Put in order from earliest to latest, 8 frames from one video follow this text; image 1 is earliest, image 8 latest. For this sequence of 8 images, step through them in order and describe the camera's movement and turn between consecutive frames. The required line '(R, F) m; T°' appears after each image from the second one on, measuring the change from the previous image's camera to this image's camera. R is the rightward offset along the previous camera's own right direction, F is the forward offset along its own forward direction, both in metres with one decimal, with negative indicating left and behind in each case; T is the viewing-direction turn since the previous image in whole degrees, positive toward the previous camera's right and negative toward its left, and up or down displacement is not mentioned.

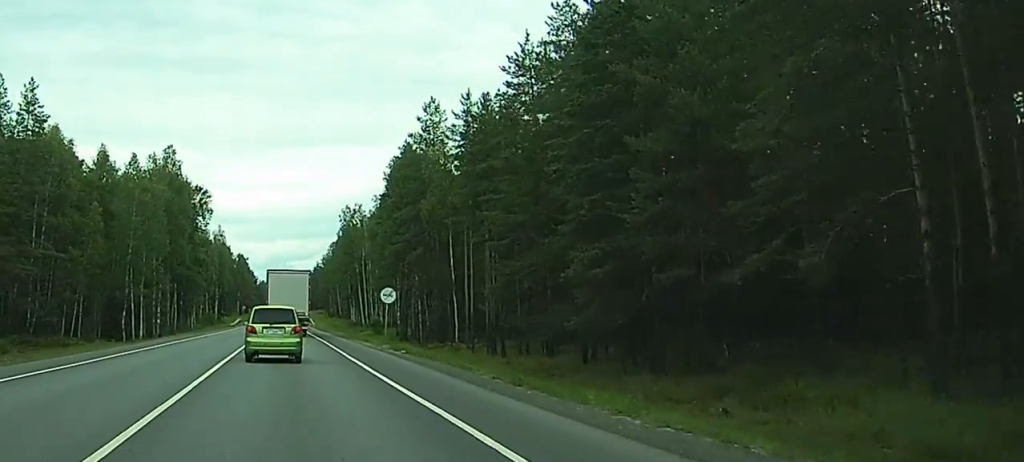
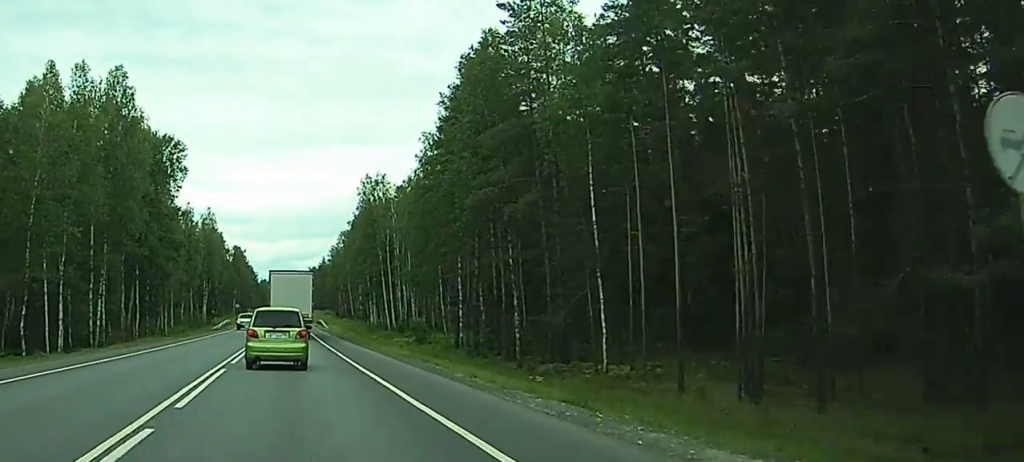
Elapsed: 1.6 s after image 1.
(+0.2, +36.3) m; 0°
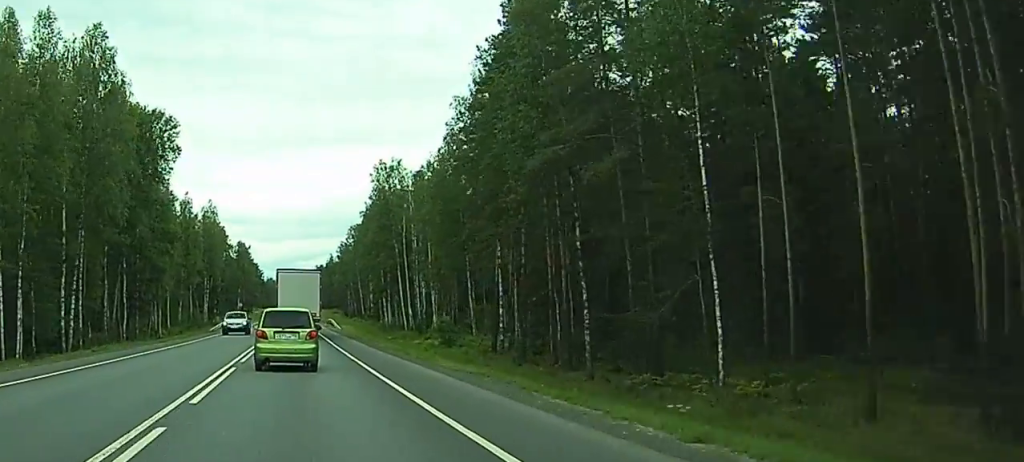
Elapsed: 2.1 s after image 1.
(0.0, +11.3) m; 0°
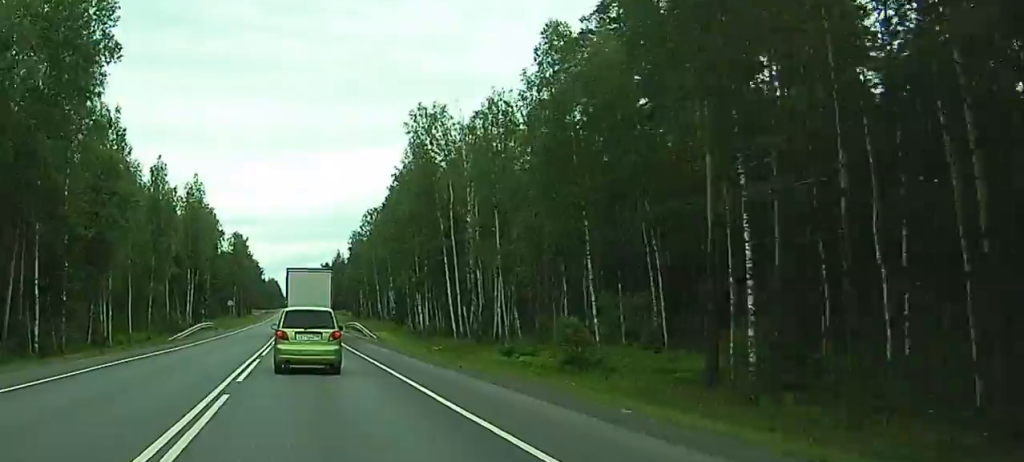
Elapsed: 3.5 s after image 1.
(-0.2, +31.4) m; 0°
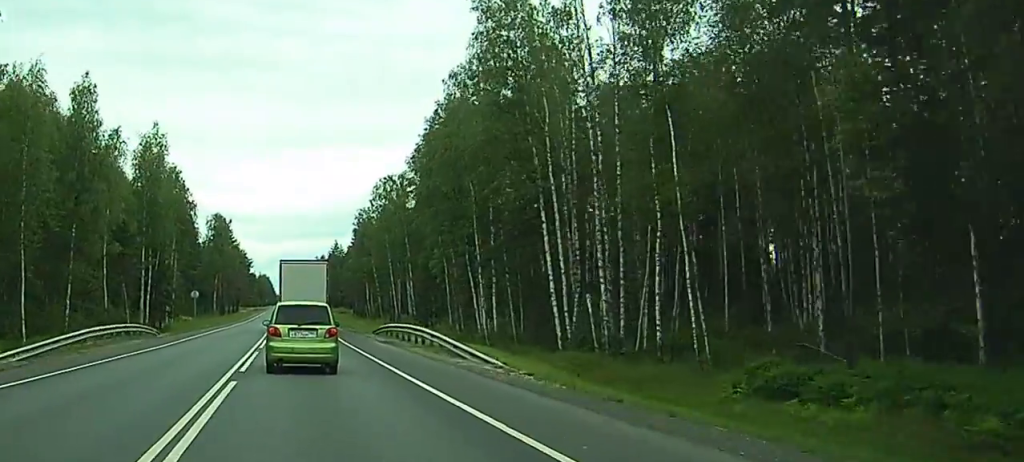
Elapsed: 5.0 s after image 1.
(-0.2, +33.9) m; -1°
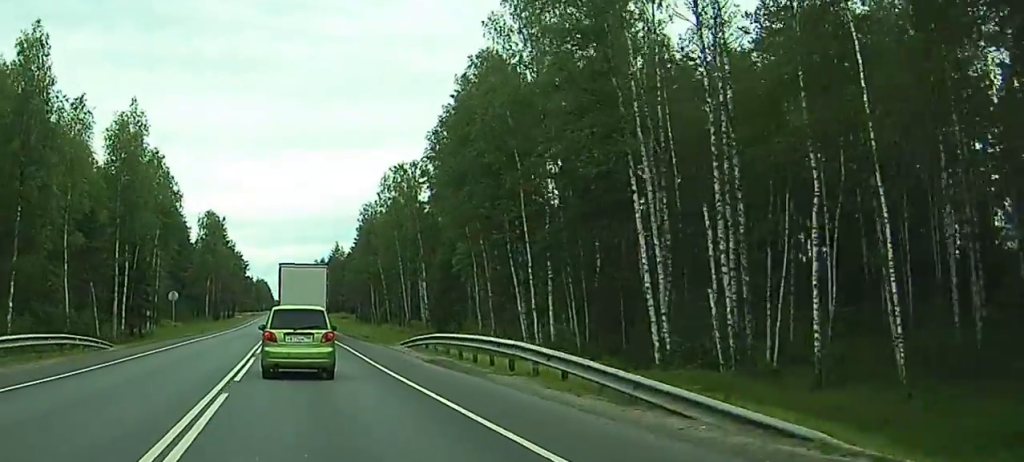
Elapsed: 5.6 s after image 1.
(0.0, +13.6) m; 0°
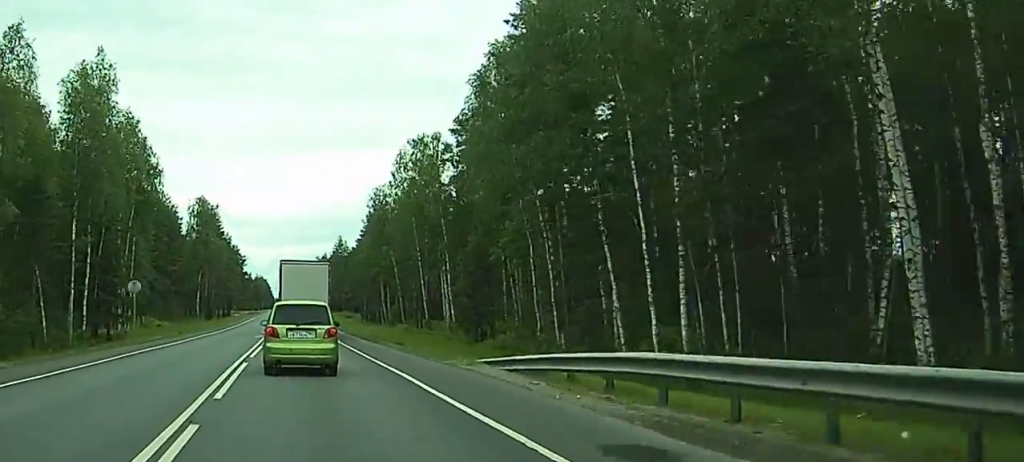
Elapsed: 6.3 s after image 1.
(0.0, +16.6) m; 0°
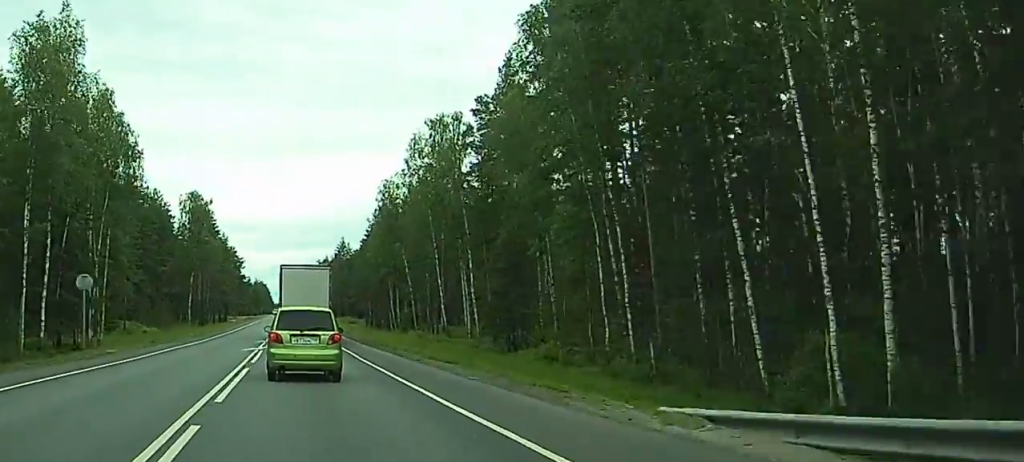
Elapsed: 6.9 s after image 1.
(0.0, +12.0) m; 0°
